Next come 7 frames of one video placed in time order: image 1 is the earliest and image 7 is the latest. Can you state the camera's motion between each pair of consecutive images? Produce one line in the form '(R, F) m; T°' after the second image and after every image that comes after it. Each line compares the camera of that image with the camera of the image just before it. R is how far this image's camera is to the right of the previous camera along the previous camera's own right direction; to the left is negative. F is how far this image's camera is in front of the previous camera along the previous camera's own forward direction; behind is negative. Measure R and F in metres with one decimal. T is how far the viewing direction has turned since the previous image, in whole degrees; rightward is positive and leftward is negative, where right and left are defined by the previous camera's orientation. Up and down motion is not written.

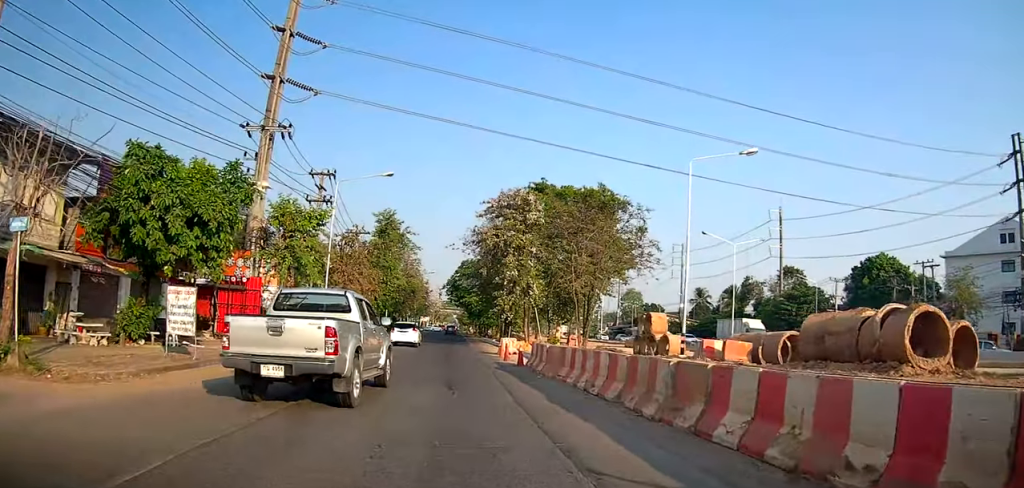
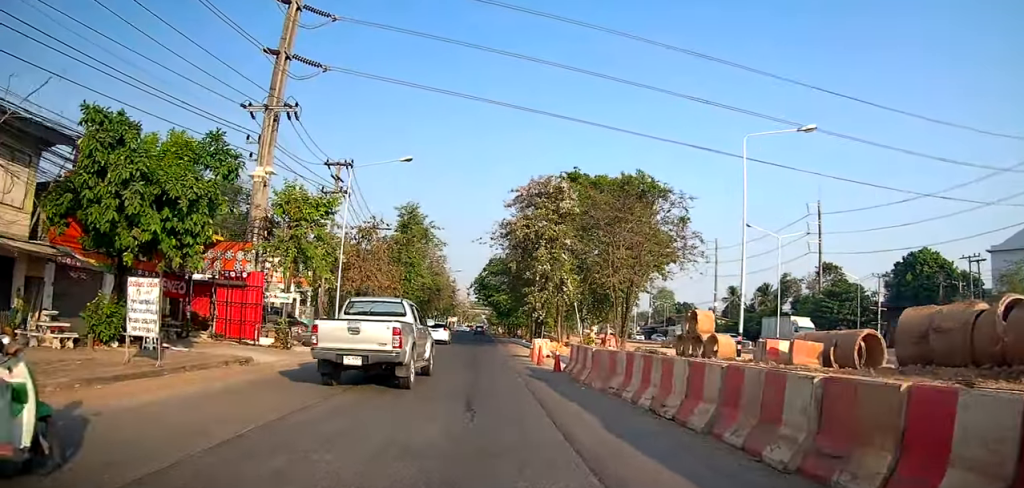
(+0.1, +3.1) m; -2°
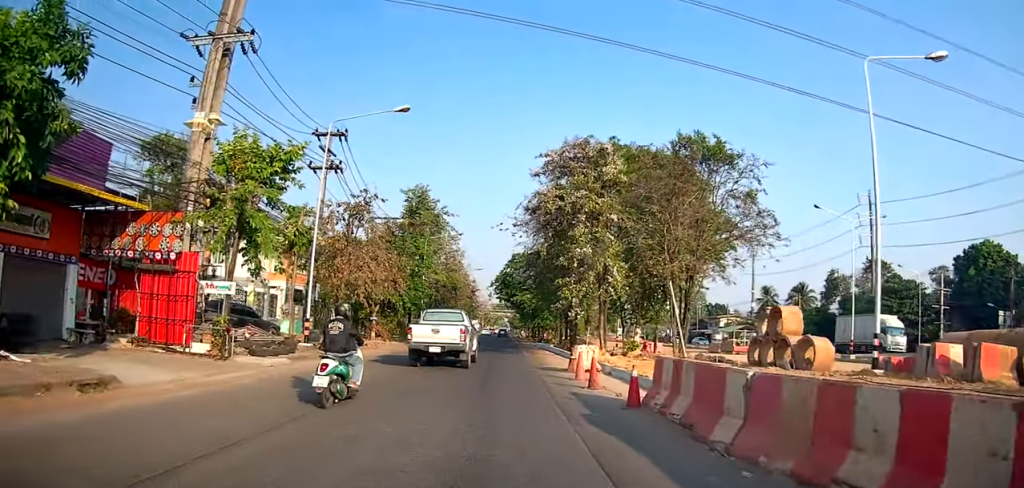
(-0.3, +7.4) m; -5°
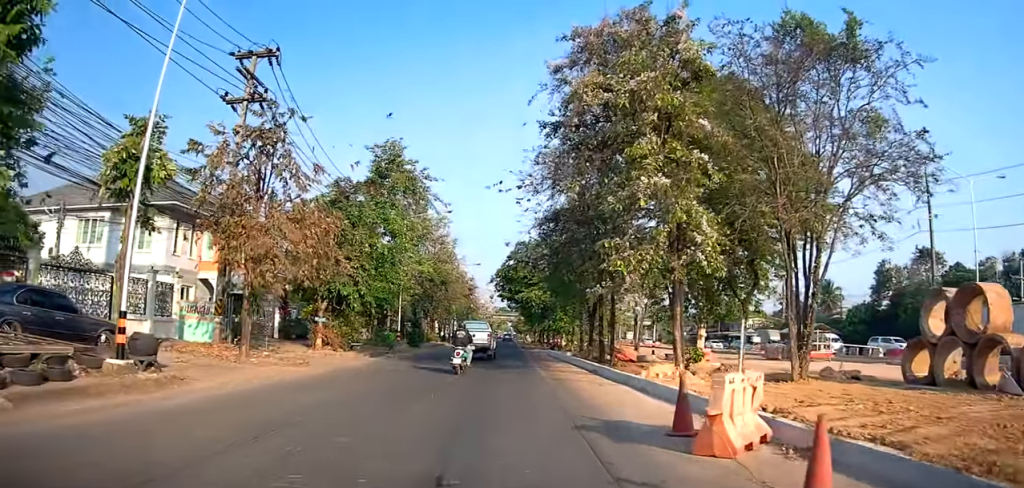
(-0.4, +11.3) m; +3°
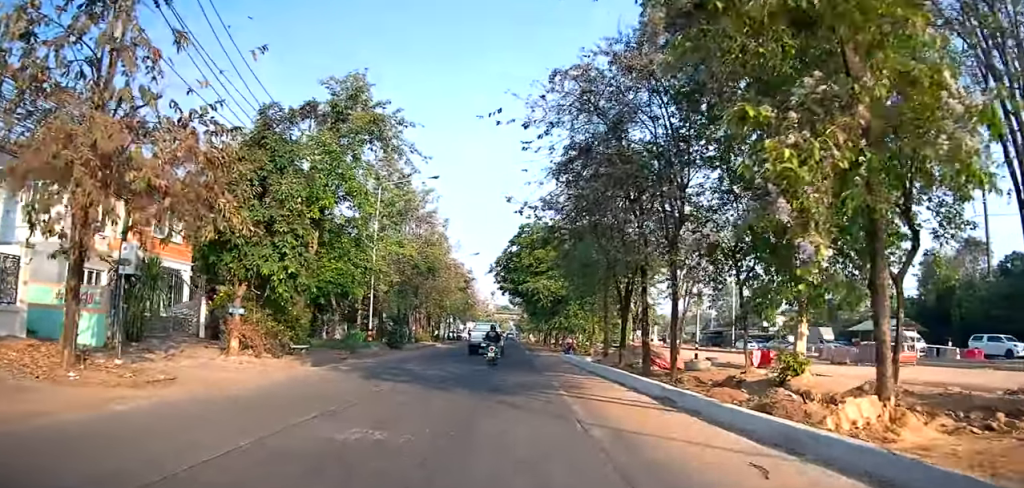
(+0.6, +8.2) m; +1°
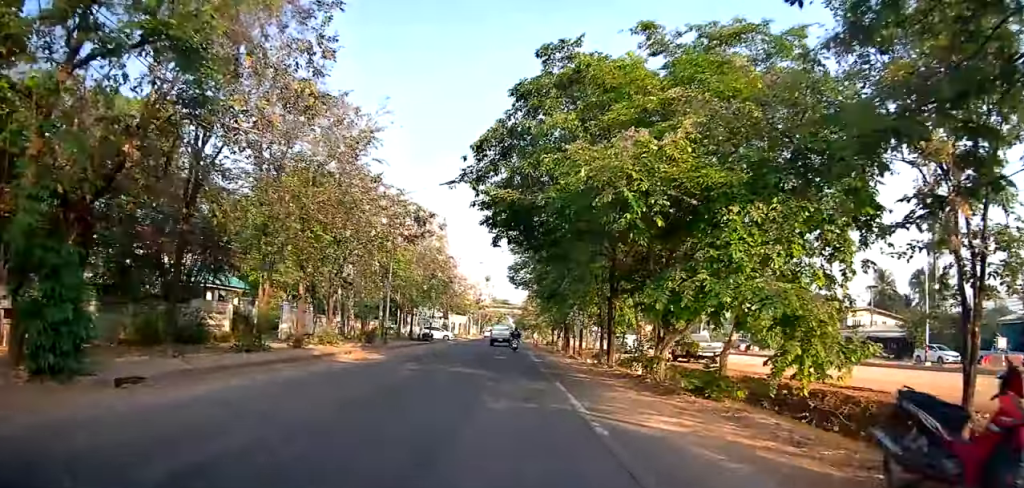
(-1.8, +28.1) m; -2°
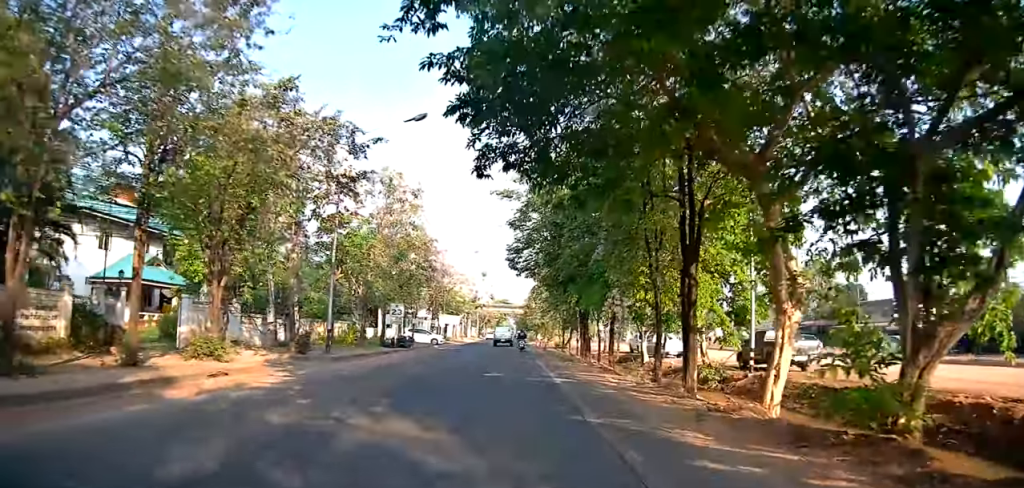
(+0.1, +10.9) m; +1°
